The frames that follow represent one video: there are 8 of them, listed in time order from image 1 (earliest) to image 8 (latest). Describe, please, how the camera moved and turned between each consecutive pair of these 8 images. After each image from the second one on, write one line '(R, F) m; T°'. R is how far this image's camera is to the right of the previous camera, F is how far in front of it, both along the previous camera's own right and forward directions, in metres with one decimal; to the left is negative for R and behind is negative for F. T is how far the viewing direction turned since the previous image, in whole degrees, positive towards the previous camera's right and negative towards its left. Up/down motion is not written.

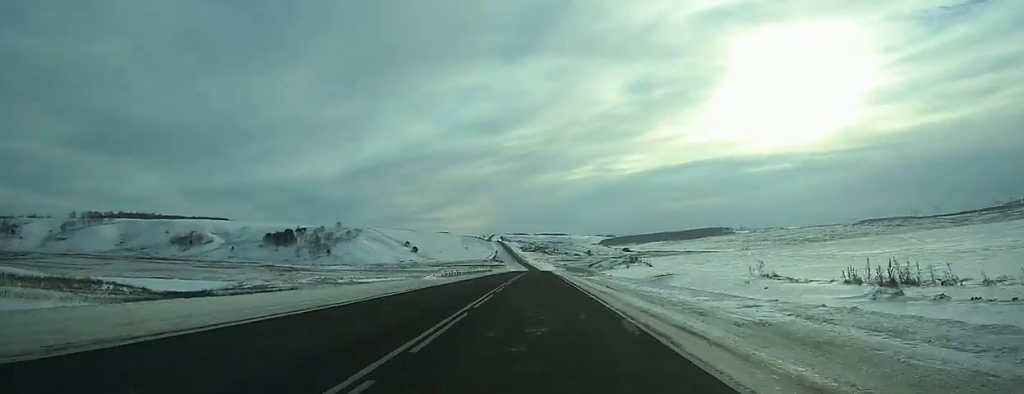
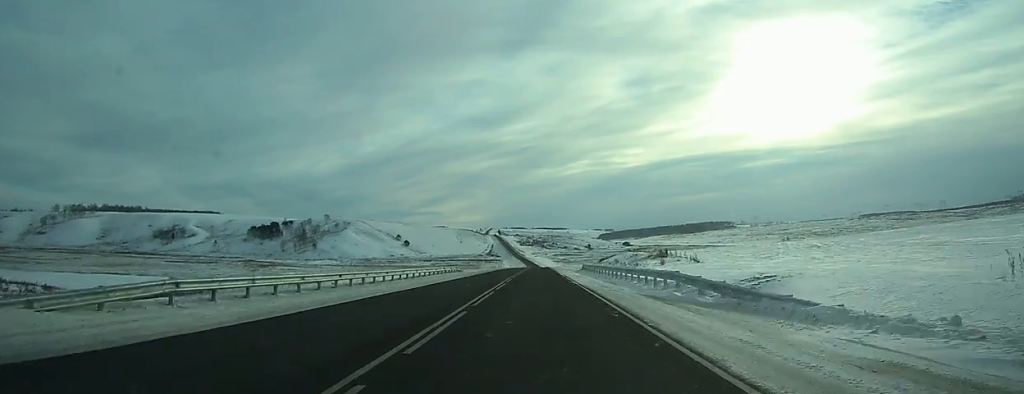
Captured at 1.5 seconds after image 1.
(-0.1, +39.9) m; 0°
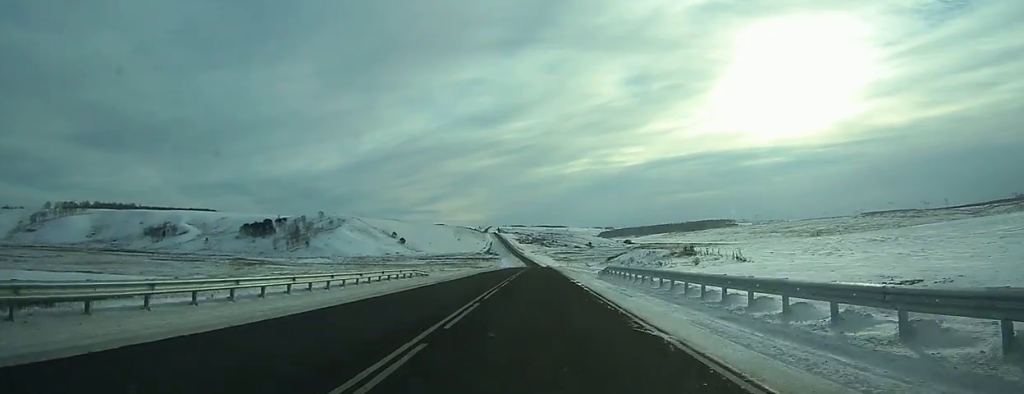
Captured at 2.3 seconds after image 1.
(+0.1, +21.0) m; 0°
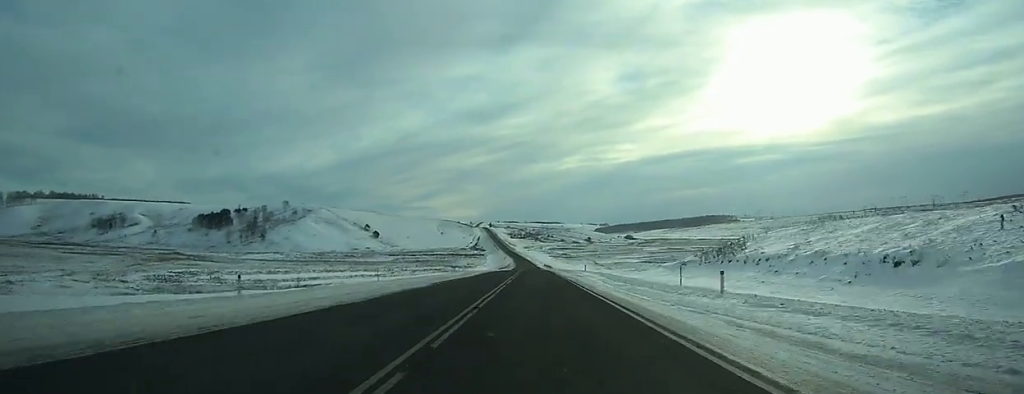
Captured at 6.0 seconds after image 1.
(+0.1, +97.1) m; 0°
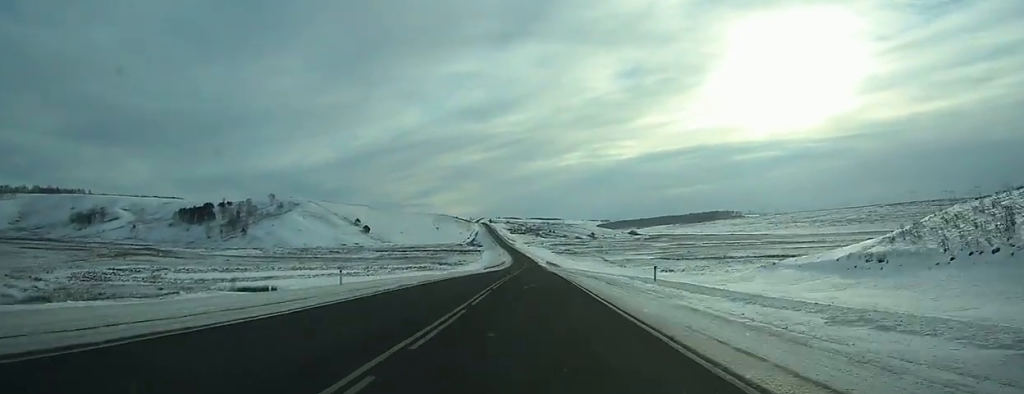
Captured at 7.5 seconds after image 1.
(0.0, +39.6) m; 0°
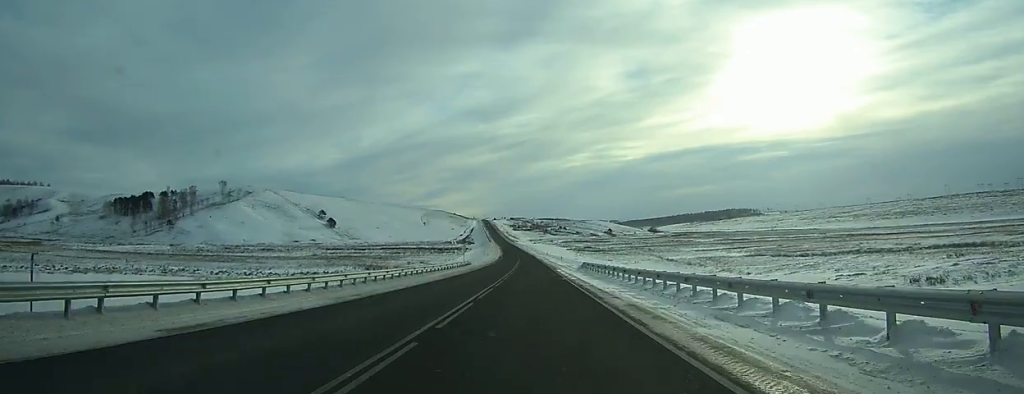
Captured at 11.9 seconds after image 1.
(0.0, +122.8) m; -1°
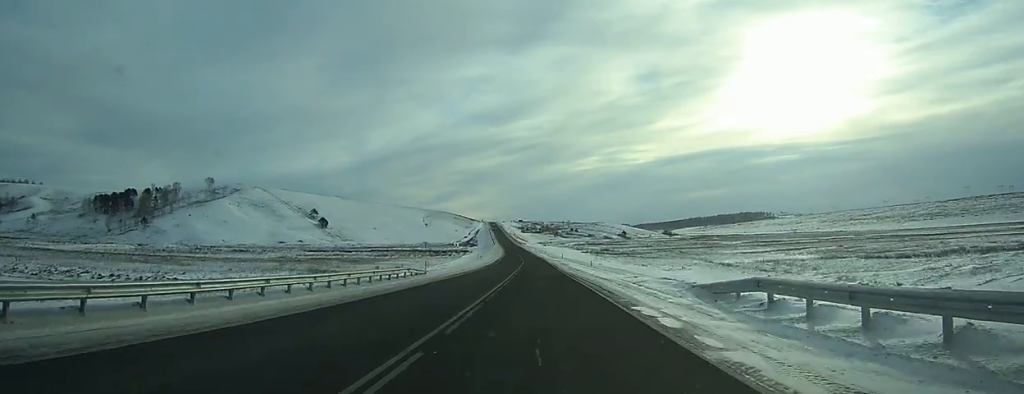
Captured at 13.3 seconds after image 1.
(-0.1, +40.1) m; -1°
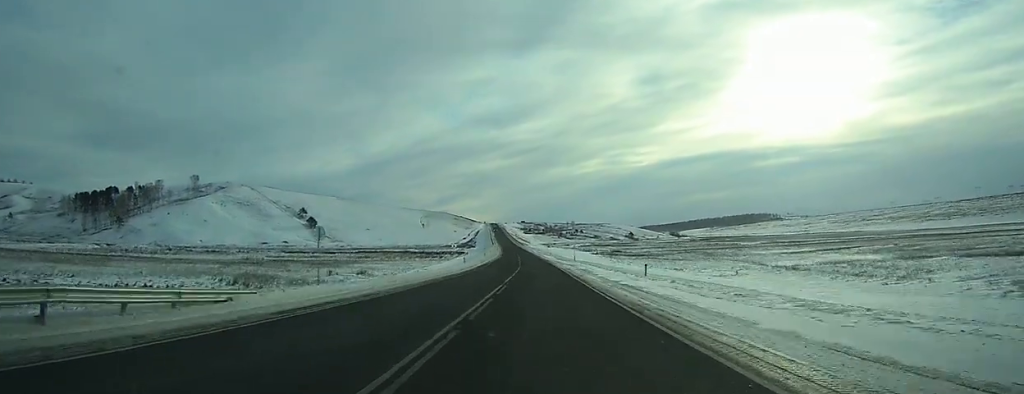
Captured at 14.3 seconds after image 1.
(-0.3, +28.9) m; 0°
